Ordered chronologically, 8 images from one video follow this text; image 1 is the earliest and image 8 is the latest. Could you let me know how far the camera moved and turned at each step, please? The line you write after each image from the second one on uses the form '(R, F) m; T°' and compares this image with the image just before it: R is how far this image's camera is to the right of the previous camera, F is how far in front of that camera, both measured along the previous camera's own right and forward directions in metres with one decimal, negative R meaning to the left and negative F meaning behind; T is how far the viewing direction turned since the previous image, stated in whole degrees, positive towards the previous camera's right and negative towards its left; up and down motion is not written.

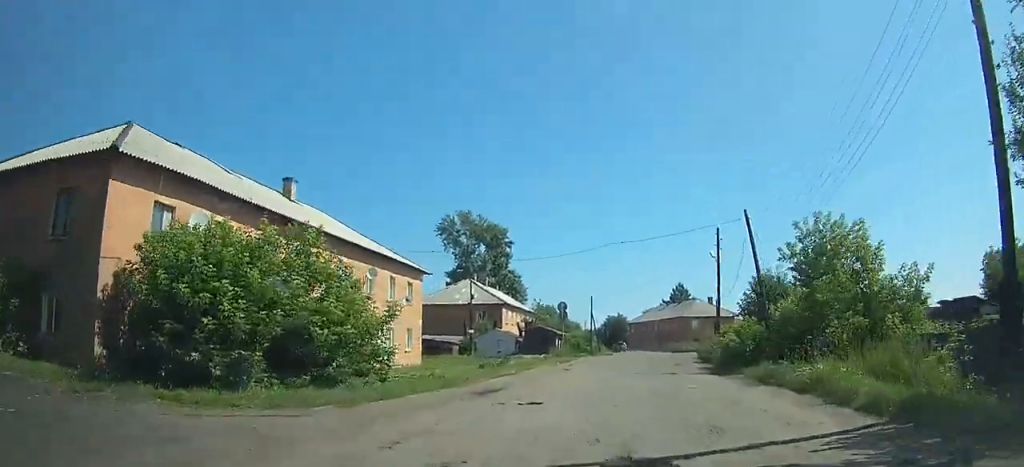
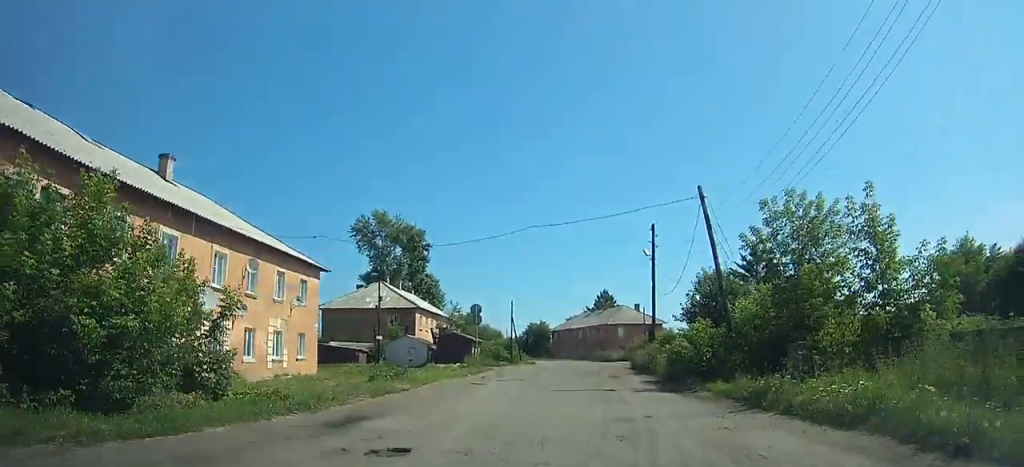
(0.0, +7.8) m; +2°
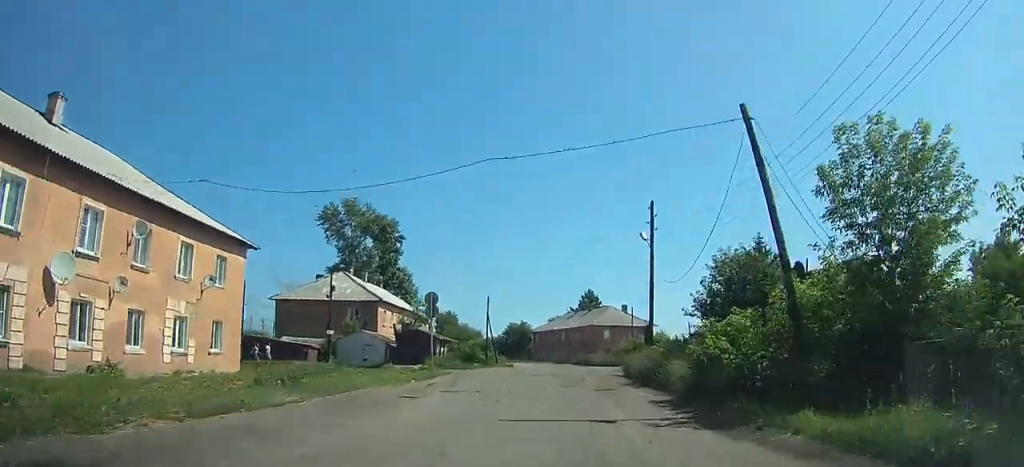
(+0.5, +7.9) m; +1°
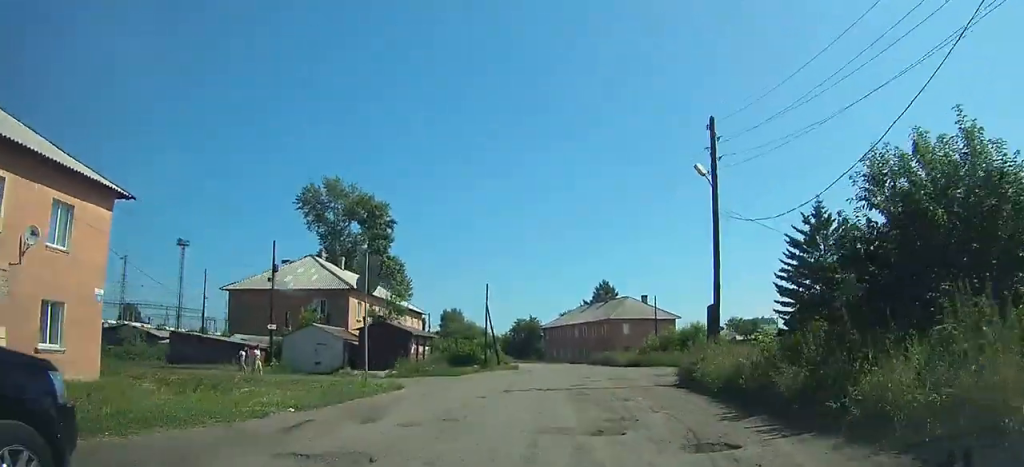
(-0.4, +7.6) m; -6°
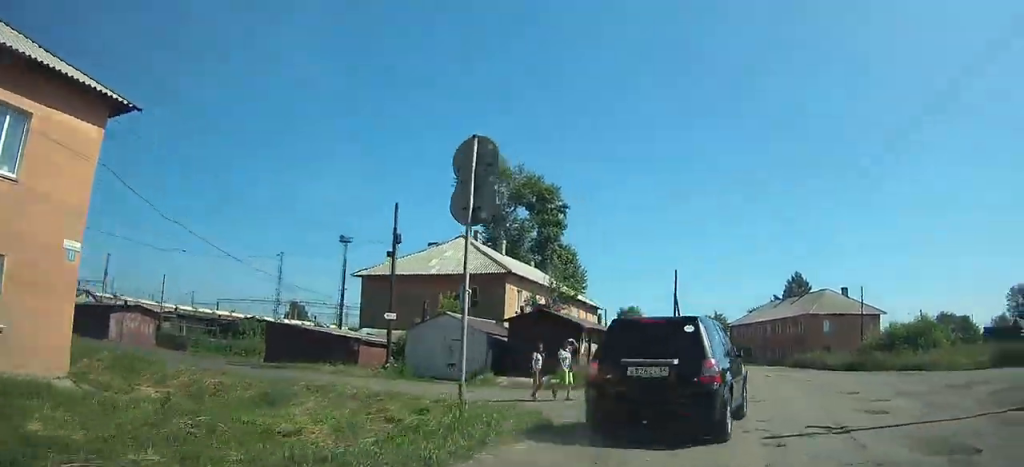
(-0.7, +14.1) m; +1°
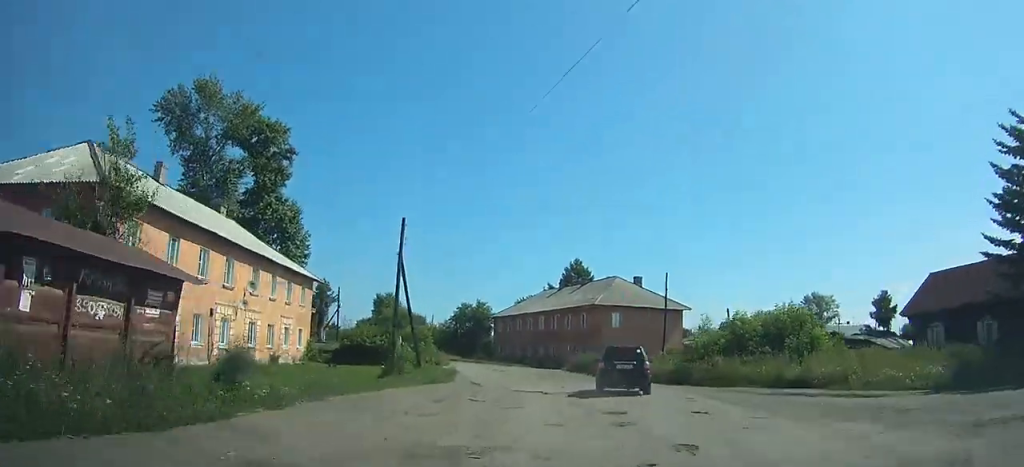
(+1.6, +16.6) m; +13°
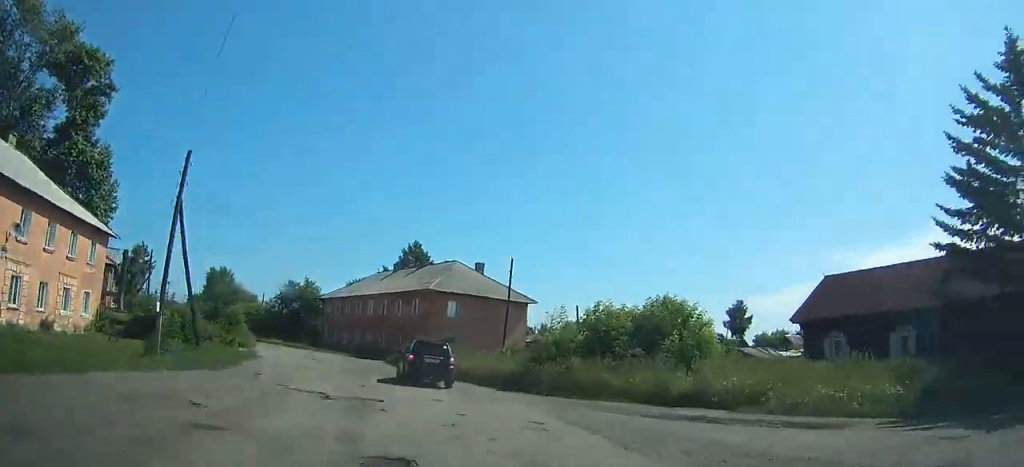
(+0.3, +5.3) m; +1°
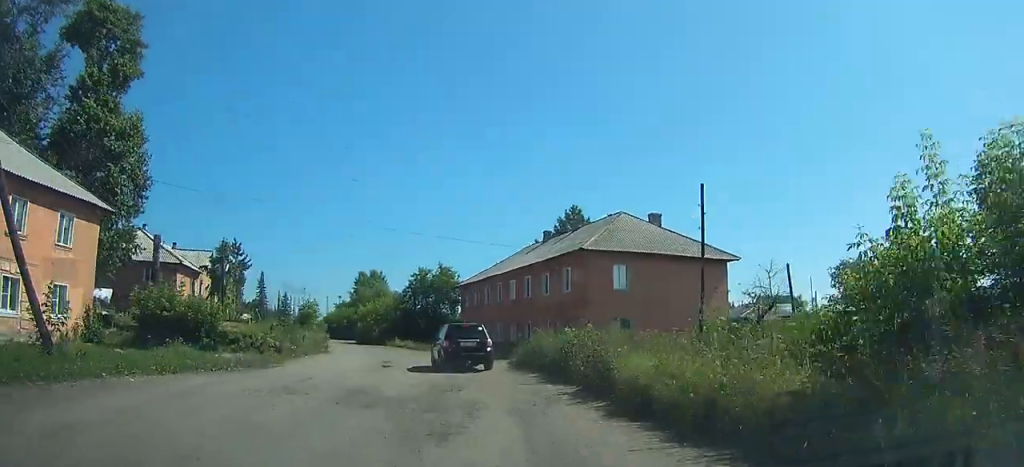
(+0.4, +12.7) m; -3°
